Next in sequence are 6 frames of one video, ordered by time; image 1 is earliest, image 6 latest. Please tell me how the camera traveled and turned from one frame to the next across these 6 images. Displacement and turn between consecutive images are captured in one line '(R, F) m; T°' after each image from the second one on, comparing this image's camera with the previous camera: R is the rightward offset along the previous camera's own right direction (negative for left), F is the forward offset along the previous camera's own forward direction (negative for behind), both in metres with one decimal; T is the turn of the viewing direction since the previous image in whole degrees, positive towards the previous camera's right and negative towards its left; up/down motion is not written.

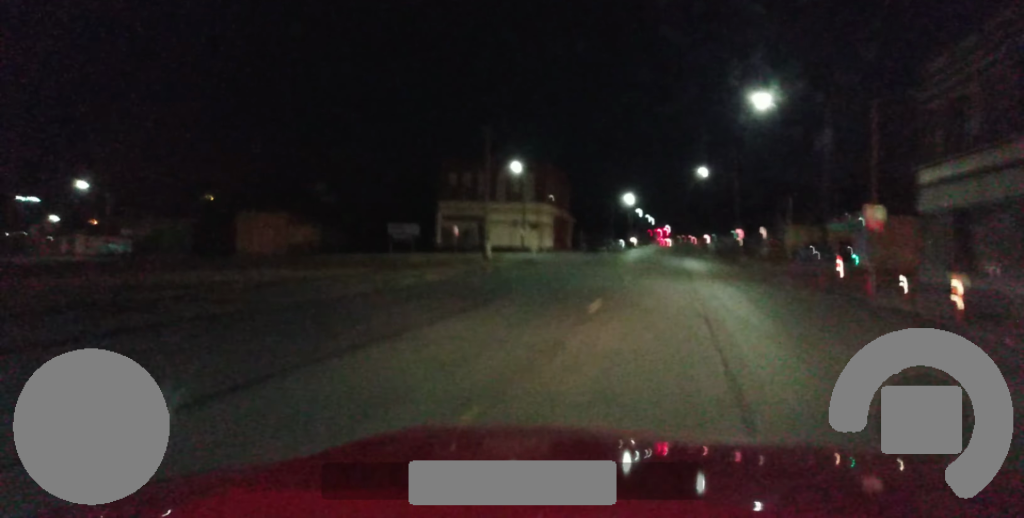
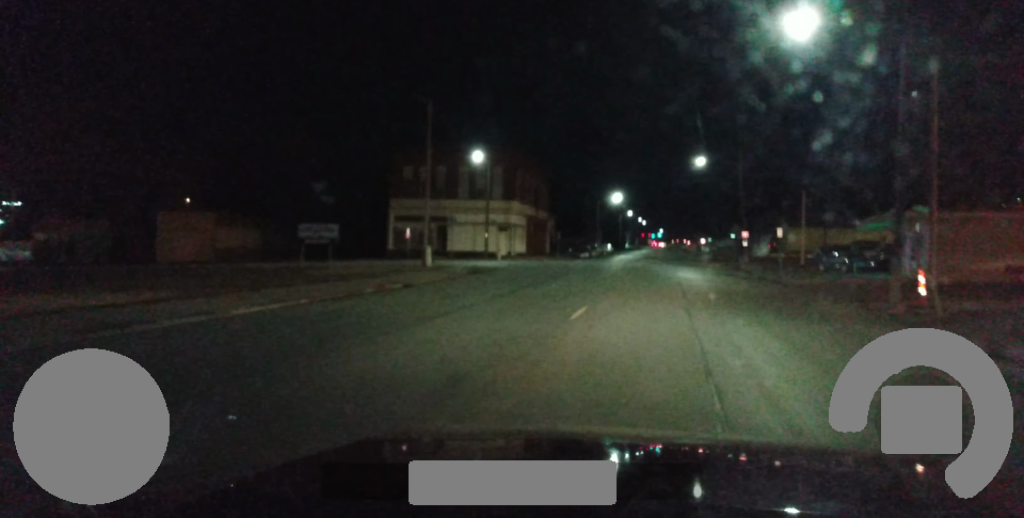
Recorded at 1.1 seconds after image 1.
(+0.1, +13.1) m; 0°
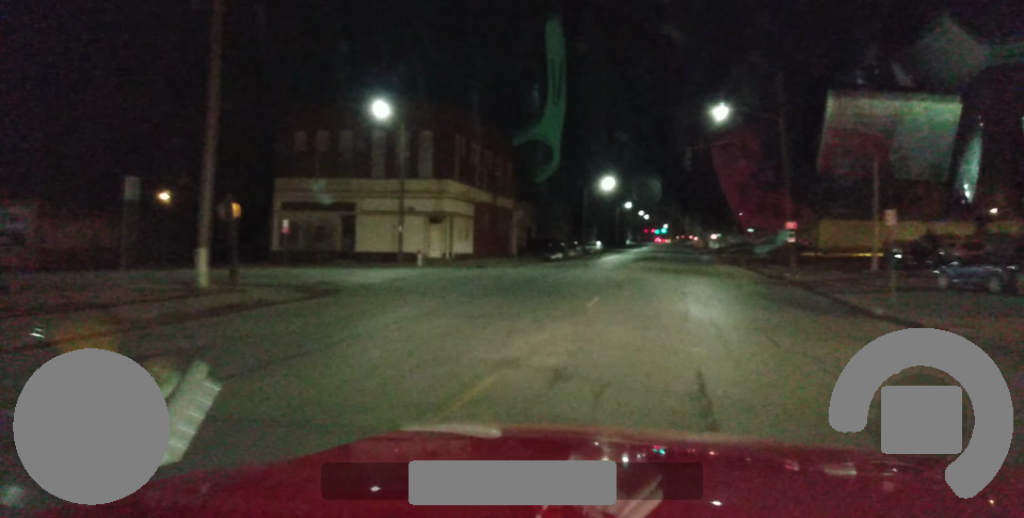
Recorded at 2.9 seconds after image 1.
(-0.6, +22.3) m; -3°
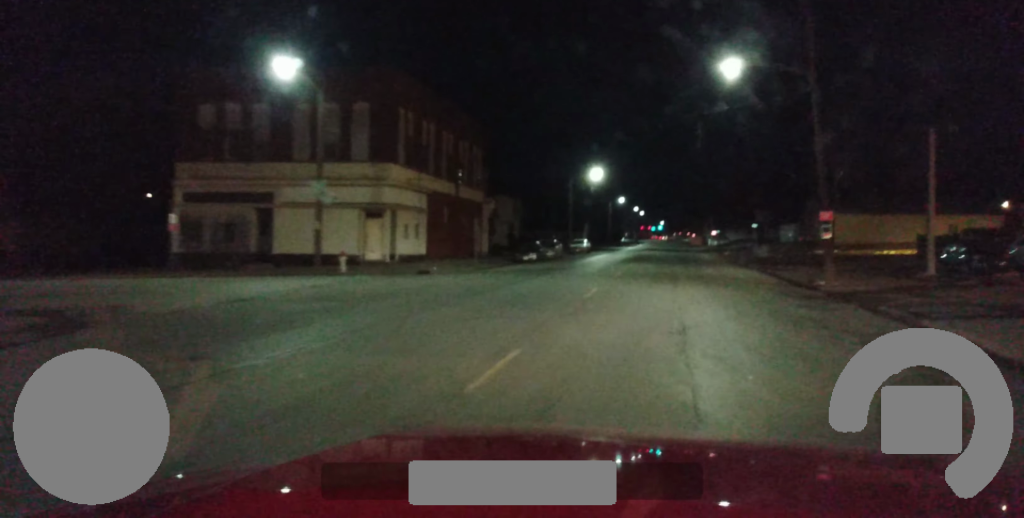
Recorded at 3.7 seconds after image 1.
(-0.1, +10.7) m; -1°
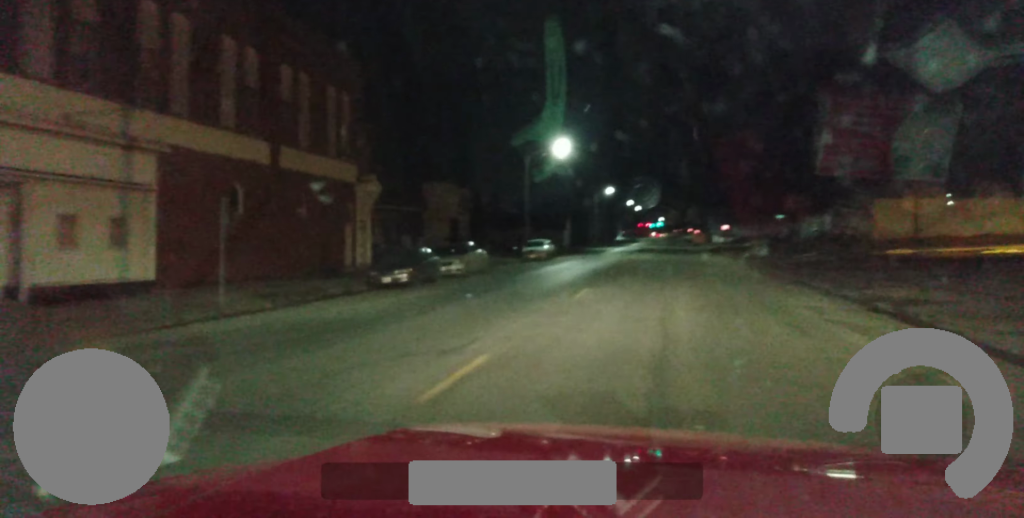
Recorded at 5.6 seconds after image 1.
(+0.9, +25.3) m; +3°
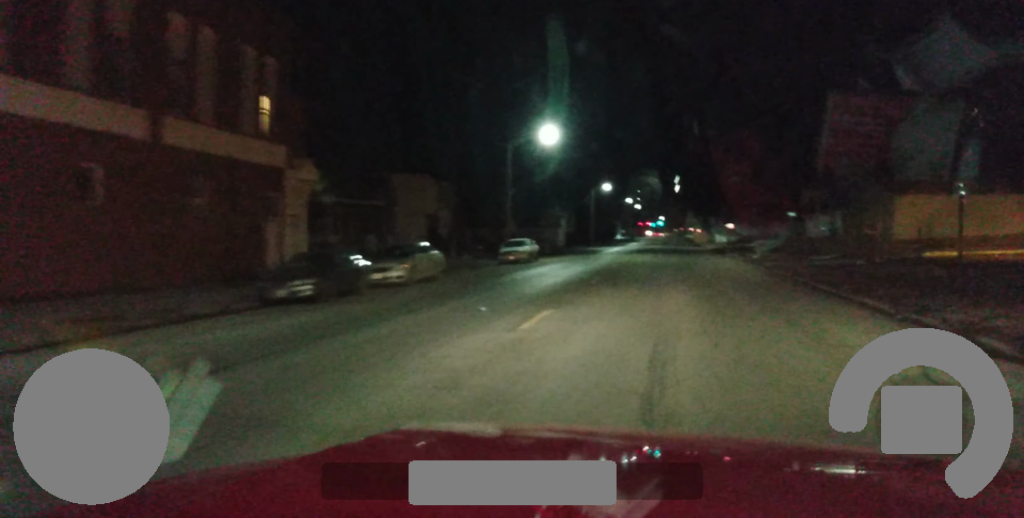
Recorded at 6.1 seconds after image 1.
(-0.2, +6.8) m; -1°
